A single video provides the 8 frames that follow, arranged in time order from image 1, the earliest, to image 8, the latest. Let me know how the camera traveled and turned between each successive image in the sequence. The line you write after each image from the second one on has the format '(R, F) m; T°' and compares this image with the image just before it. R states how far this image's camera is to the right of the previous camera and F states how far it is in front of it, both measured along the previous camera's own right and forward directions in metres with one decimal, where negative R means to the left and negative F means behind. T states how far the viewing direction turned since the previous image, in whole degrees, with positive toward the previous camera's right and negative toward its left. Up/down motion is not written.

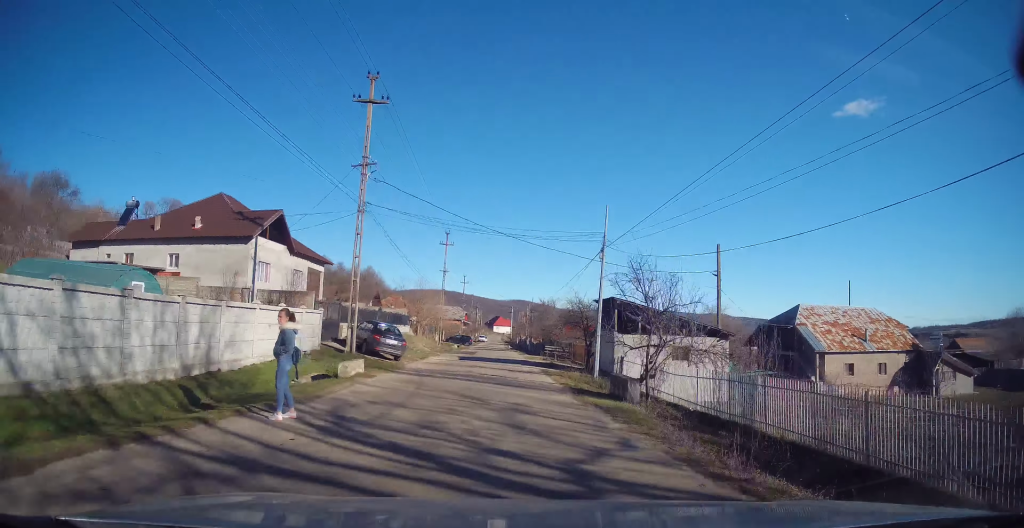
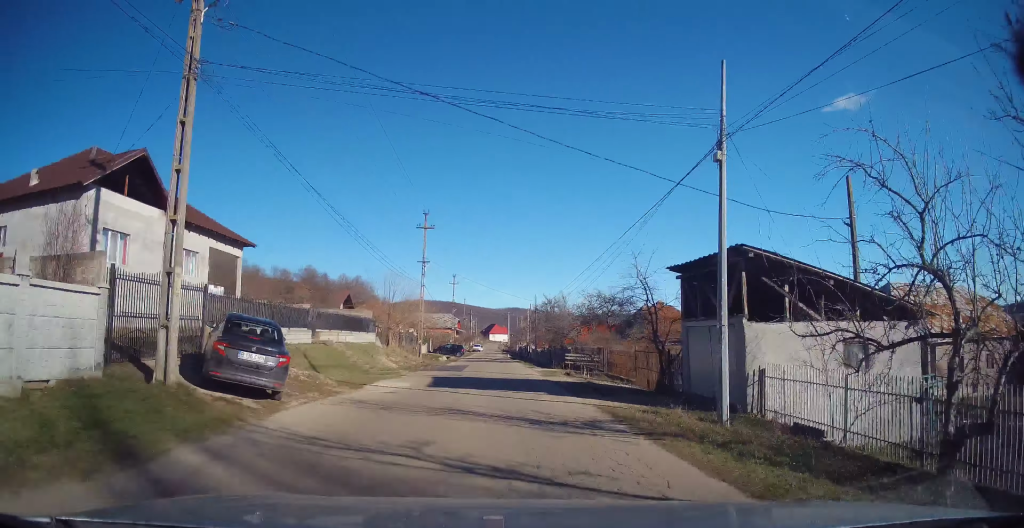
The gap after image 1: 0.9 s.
(+0.1, +13.5) m; 0°
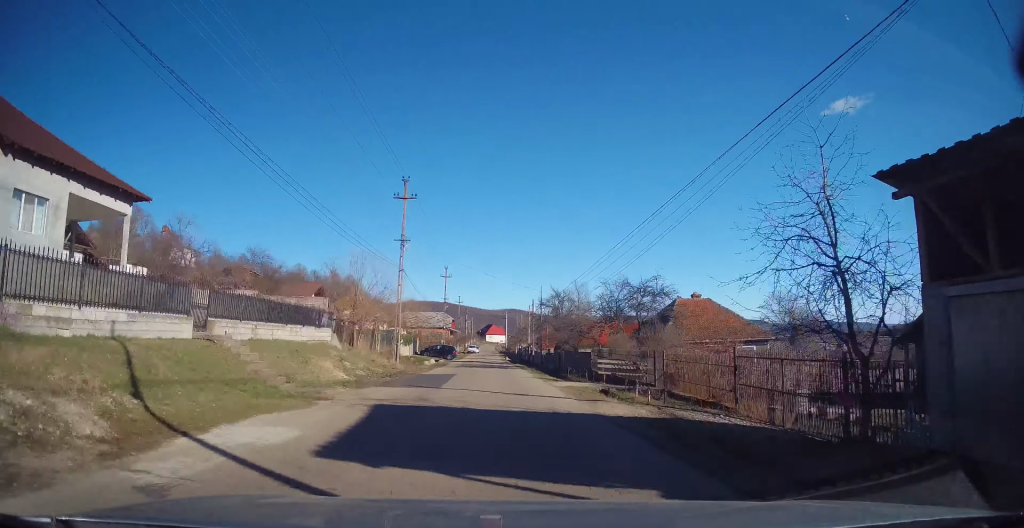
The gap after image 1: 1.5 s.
(-0.3, +9.9) m; 0°
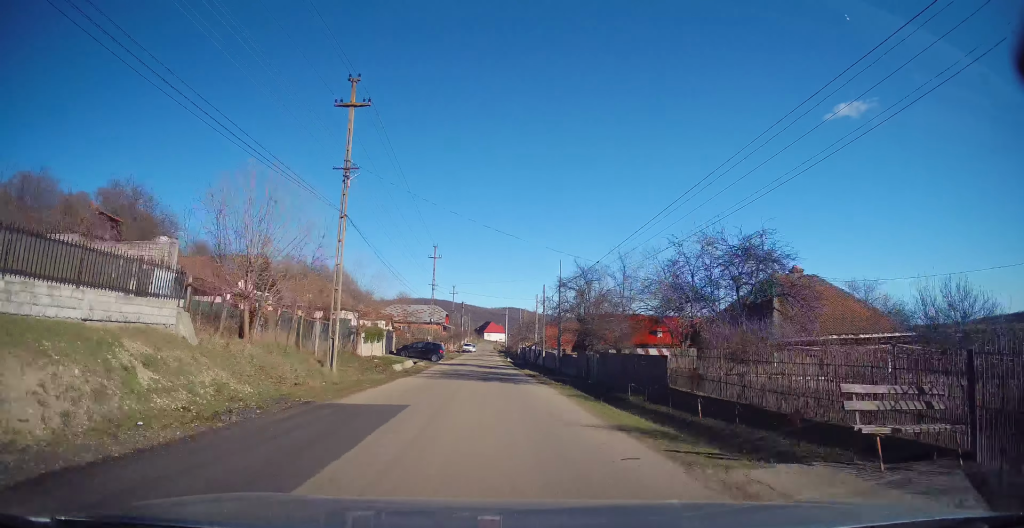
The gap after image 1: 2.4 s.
(+0.5, +14.2) m; 0°
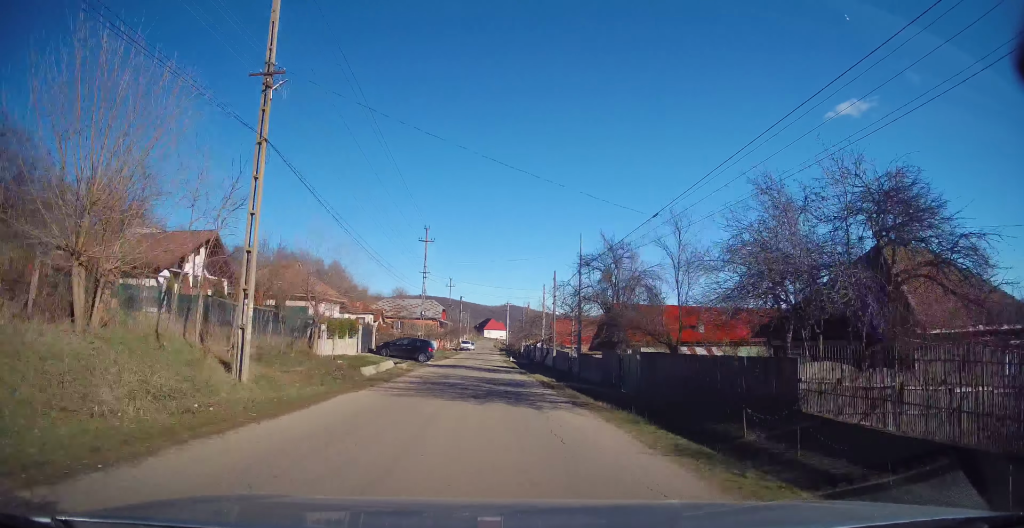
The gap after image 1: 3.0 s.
(-0.2, +9.0) m; 0°
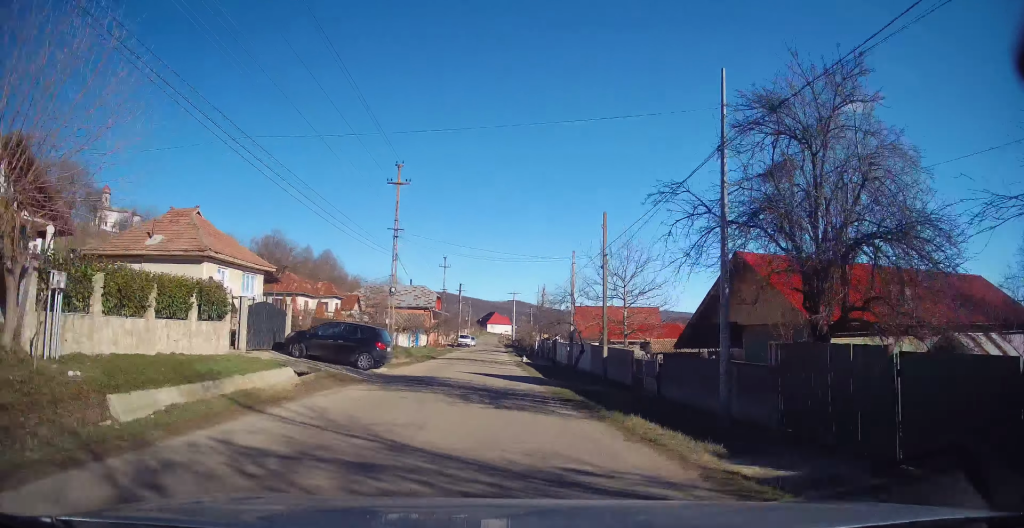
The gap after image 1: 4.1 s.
(0.0, +18.0) m; 0°
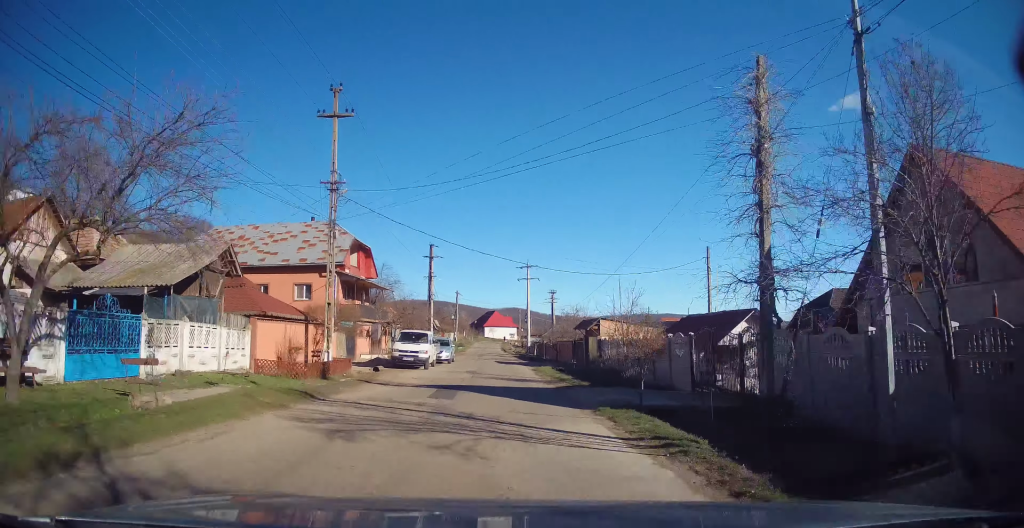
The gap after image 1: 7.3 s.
(-0.2, +51.5) m; 0°
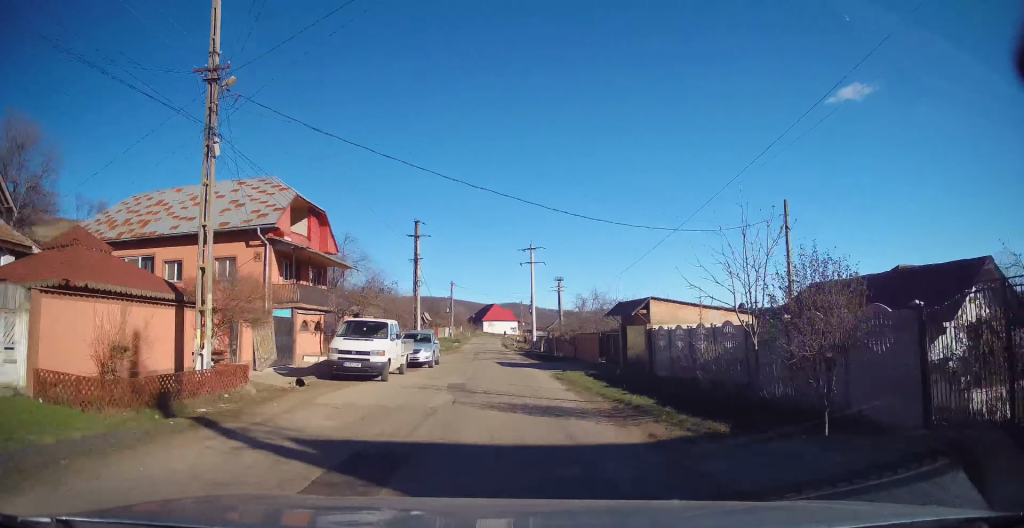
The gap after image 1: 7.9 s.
(-0.1, +10.3) m; 0°
